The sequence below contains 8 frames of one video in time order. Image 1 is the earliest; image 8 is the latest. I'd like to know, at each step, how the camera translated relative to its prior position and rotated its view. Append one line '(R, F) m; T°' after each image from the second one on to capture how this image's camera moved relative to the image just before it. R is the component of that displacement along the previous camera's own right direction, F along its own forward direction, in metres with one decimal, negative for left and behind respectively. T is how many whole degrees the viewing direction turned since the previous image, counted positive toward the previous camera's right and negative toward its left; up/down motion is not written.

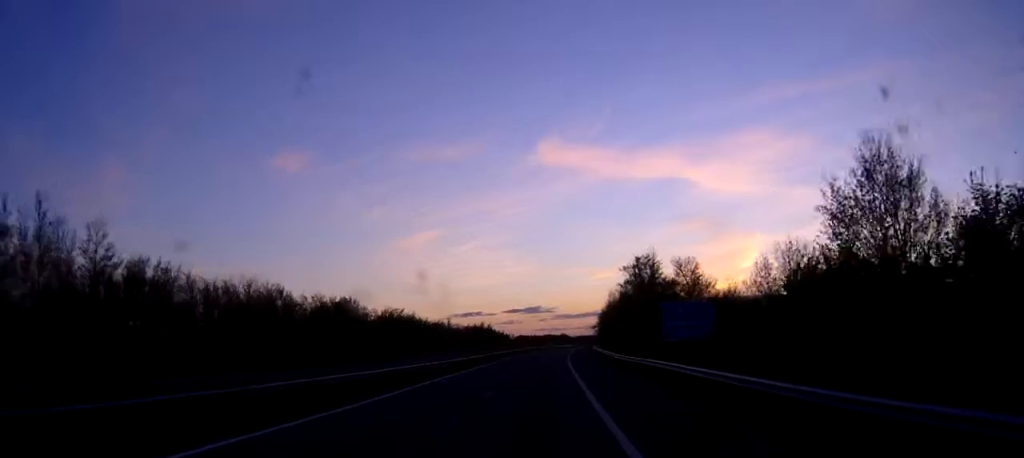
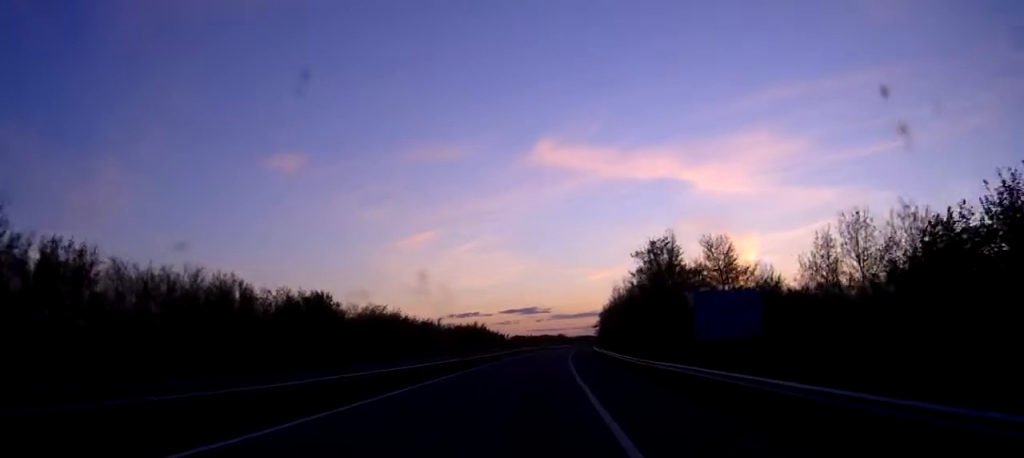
(0.0, +11.0) m; 0°
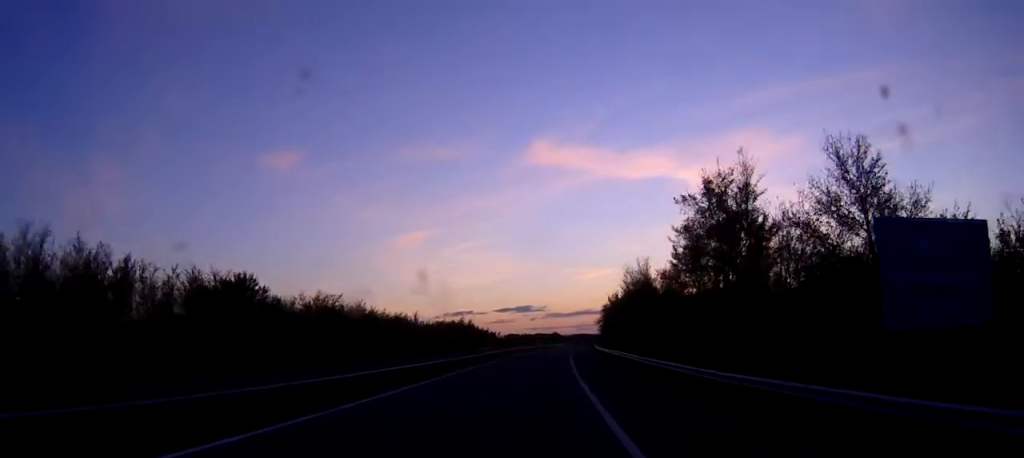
(+0.1, +21.1) m; +1°
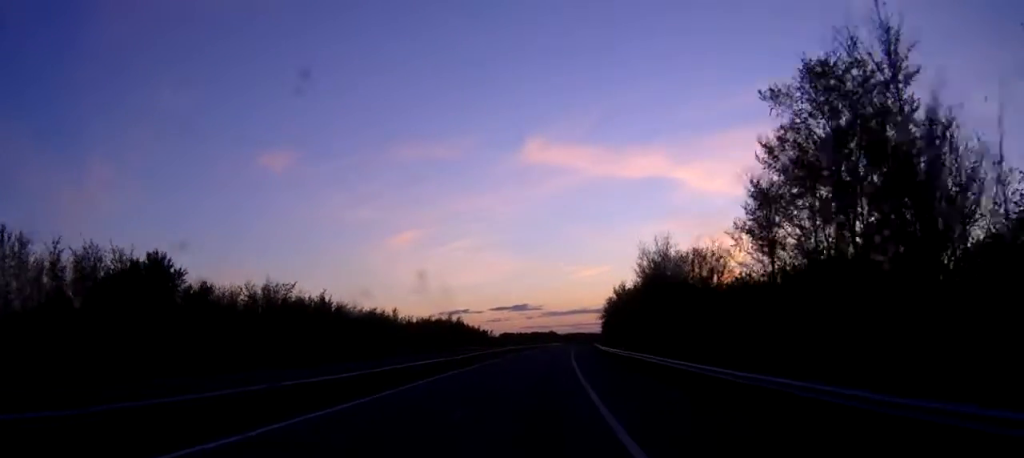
(0.0, +15.2) m; +1°
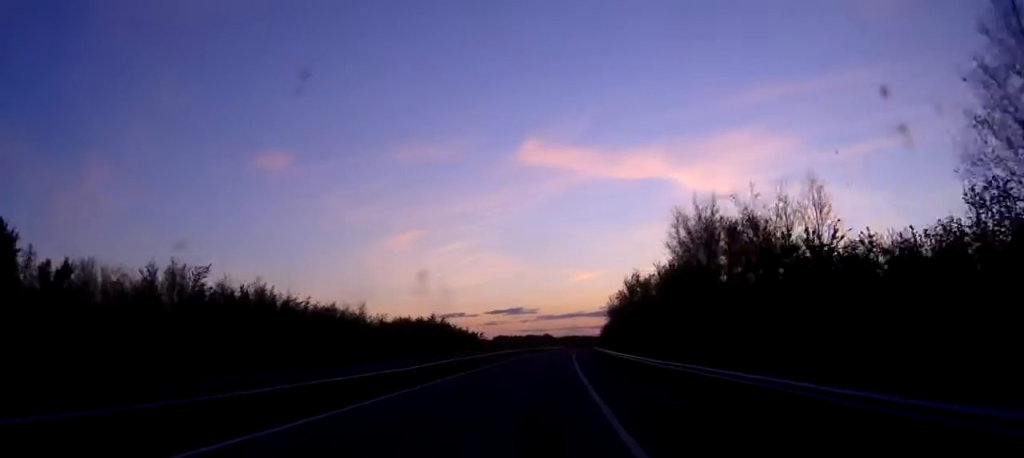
(+0.2, +18.6) m; 0°
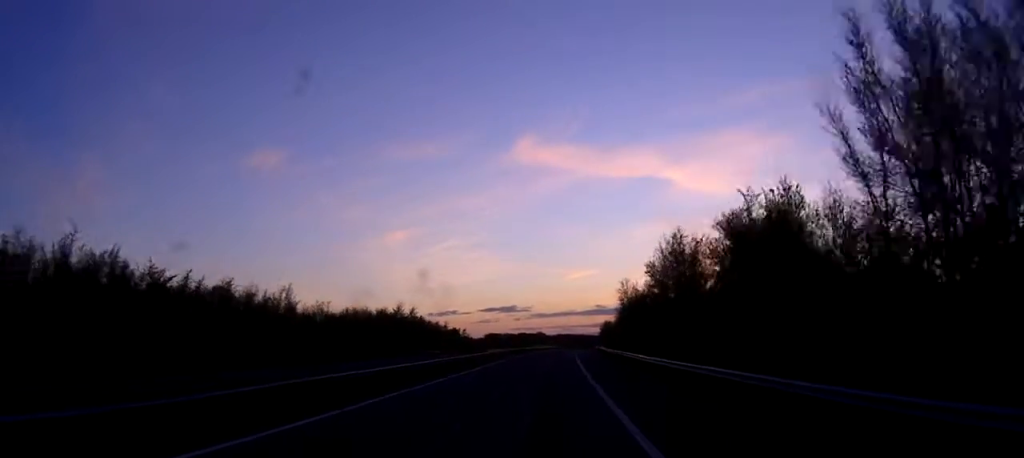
(-0.1, +27.9) m; 0°
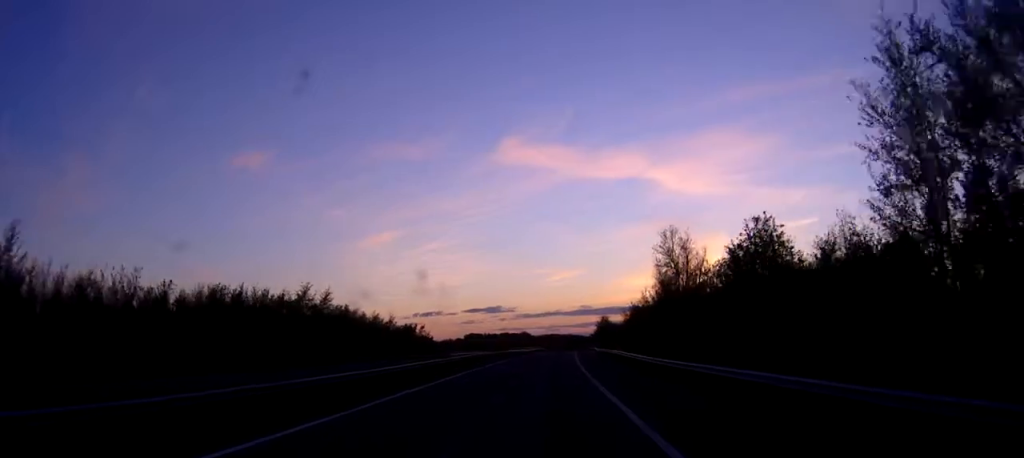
(+0.7, +42.3) m; +1°
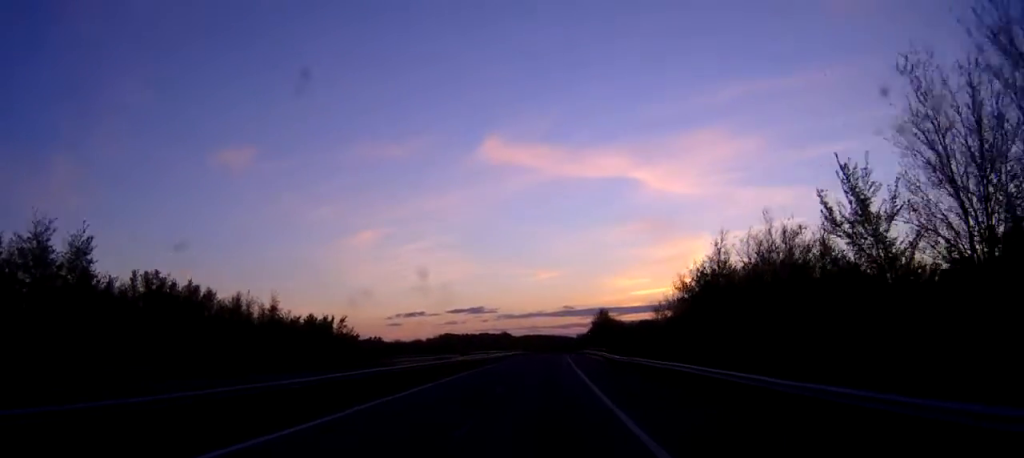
(+0.2, +44.6) m; +1°
